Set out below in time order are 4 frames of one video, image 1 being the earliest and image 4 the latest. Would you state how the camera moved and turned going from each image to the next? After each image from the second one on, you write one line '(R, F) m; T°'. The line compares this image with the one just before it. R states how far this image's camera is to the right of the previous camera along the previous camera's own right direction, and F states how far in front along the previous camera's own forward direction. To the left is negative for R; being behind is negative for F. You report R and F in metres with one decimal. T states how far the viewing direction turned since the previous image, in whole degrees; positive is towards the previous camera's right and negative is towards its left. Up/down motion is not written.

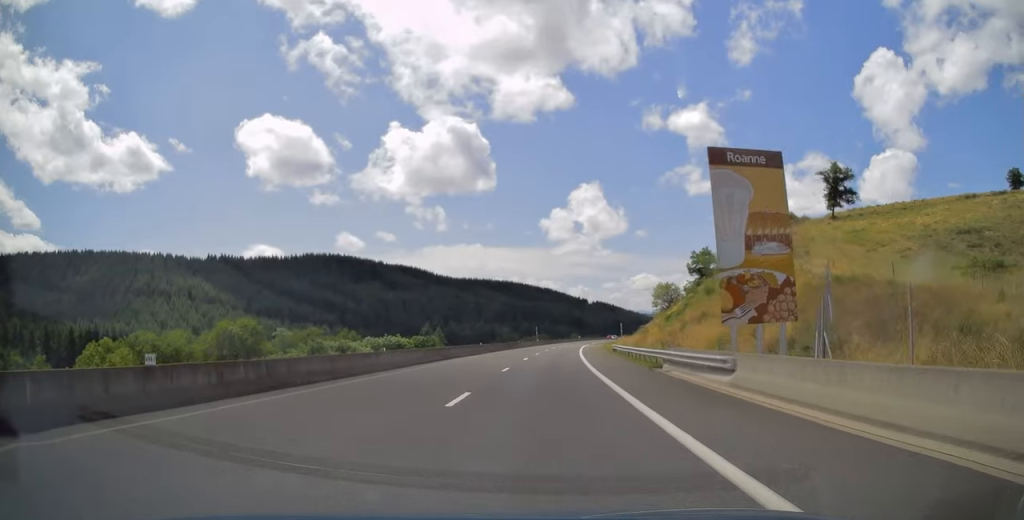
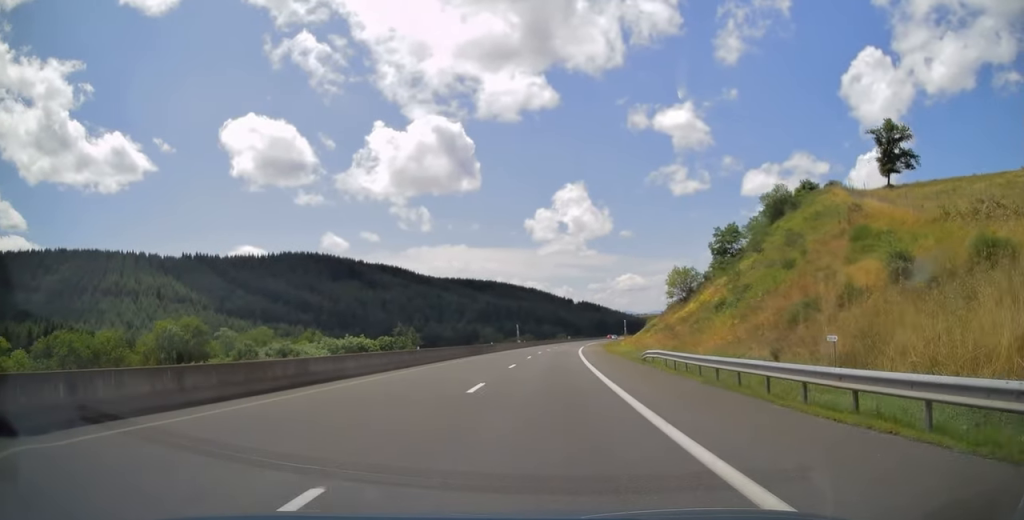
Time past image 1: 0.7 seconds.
(+0.3, +22.6) m; +1°
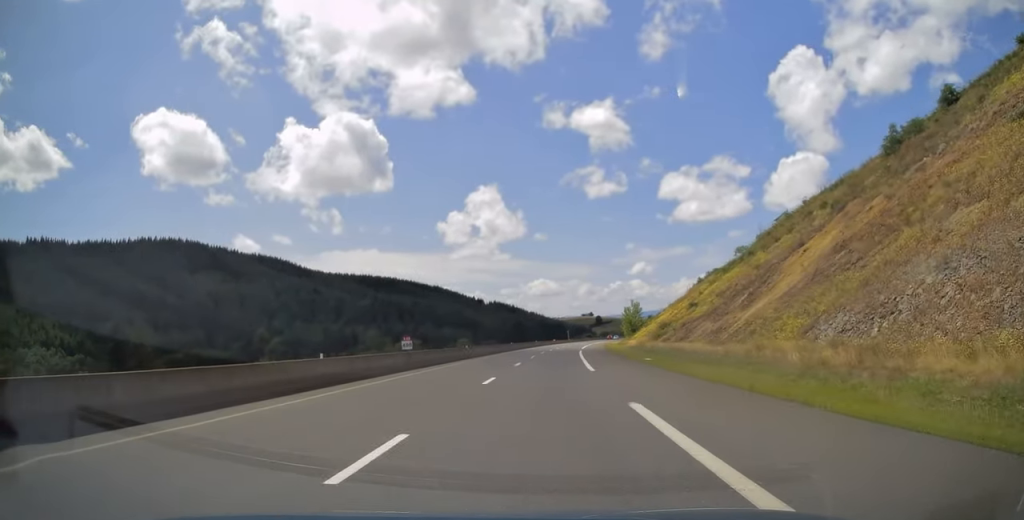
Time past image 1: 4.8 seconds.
(+8.5, +125.3) m; +9°
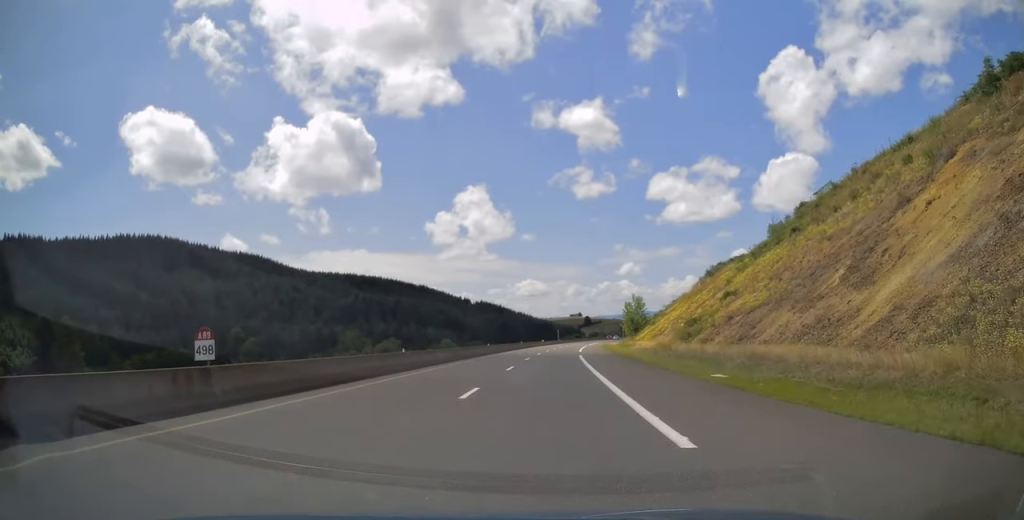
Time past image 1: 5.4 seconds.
(+0.2, +17.5) m; +1°
